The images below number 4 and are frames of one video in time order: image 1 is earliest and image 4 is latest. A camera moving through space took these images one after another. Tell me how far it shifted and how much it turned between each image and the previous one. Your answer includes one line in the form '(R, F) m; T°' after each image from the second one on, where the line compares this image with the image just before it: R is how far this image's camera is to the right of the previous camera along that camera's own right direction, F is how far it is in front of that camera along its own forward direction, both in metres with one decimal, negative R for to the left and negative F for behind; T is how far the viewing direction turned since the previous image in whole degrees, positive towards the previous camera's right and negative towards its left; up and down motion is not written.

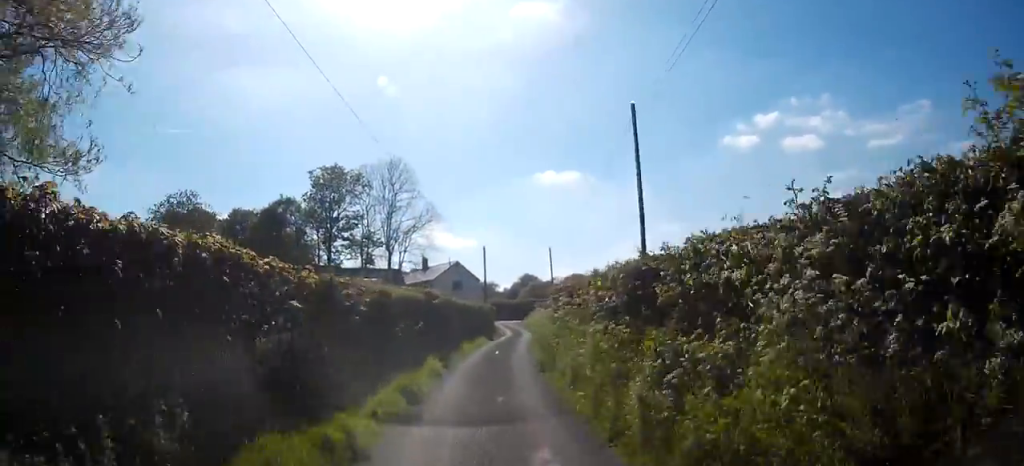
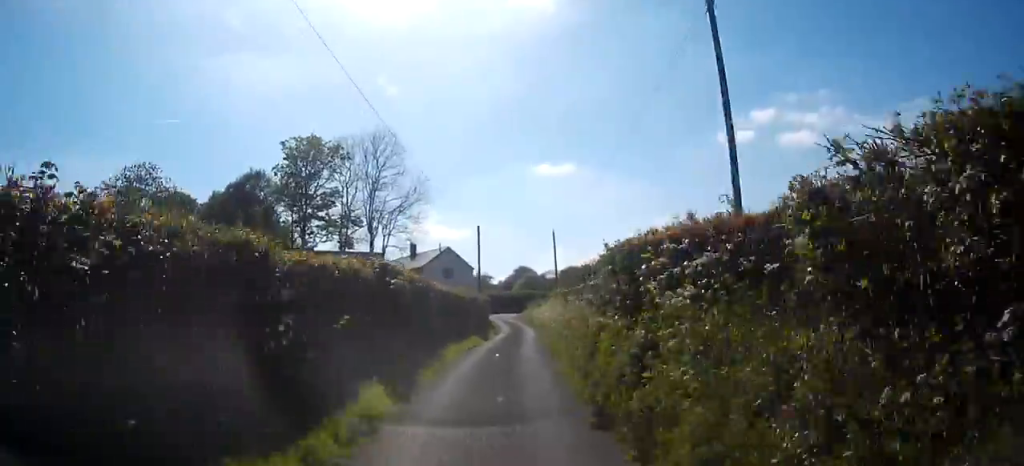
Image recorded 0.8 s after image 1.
(+0.1, +7.8) m; +2°
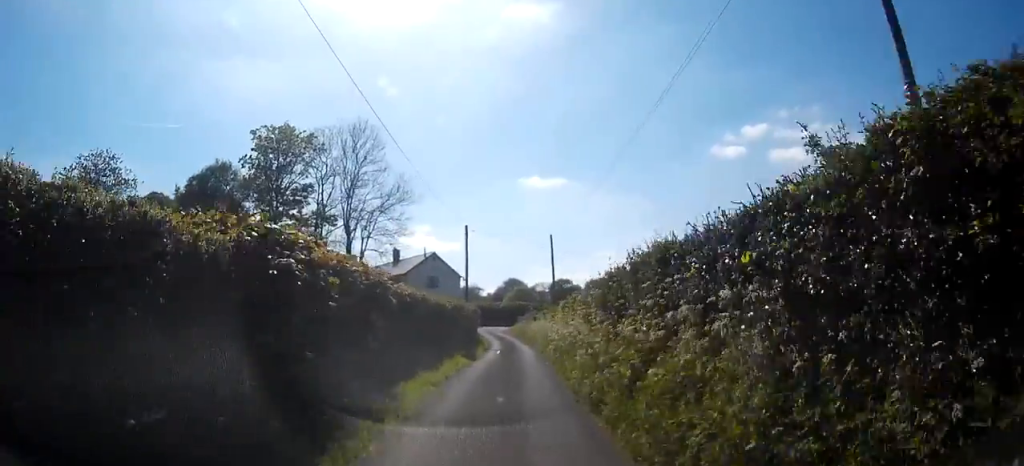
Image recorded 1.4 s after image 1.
(+0.2, +6.0) m; +1°
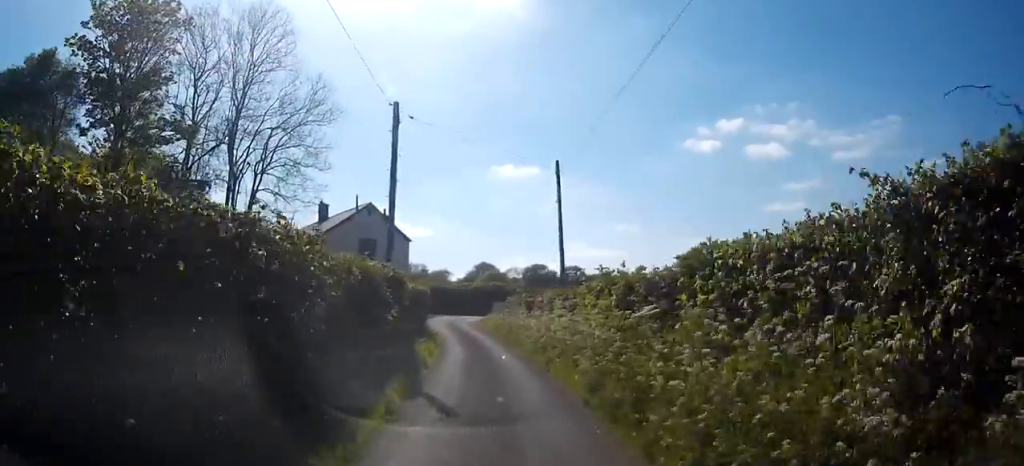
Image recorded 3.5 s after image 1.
(0.0, +20.9) m; 0°
